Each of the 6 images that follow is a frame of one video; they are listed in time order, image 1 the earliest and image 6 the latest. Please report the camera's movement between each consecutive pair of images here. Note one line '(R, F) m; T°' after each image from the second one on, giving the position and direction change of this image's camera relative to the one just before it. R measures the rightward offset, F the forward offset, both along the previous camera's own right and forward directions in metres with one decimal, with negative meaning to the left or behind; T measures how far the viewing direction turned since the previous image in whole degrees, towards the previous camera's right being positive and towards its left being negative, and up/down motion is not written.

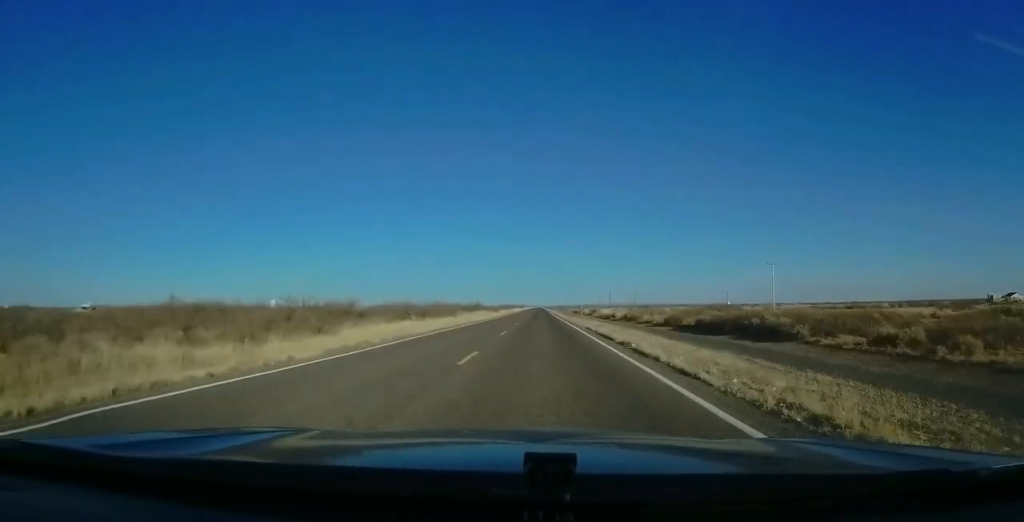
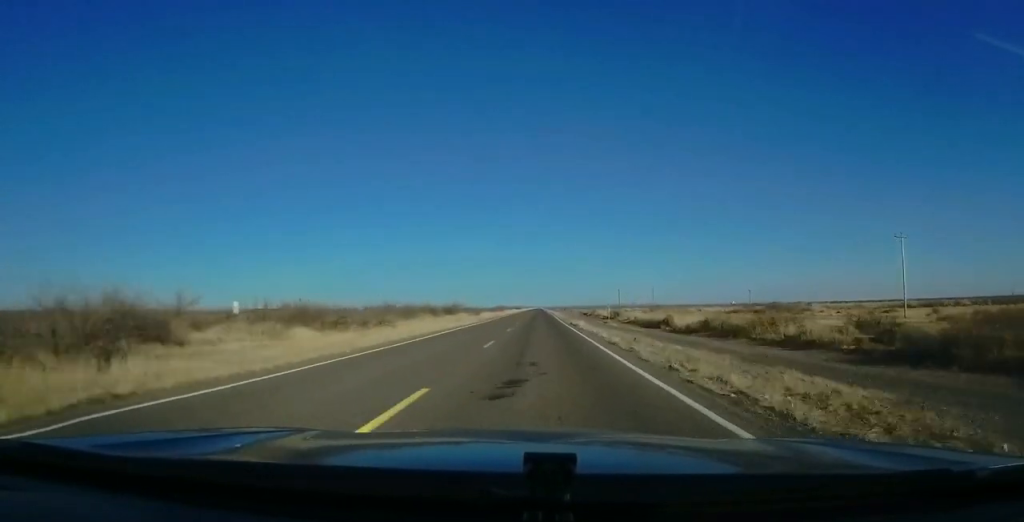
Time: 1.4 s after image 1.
(+0.3, +42.7) m; 0°
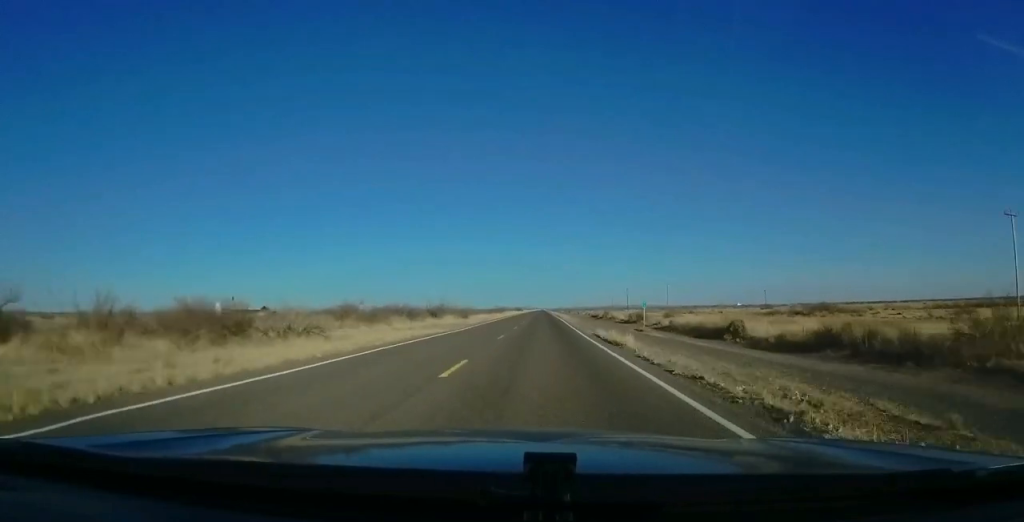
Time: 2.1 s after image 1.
(-0.2, +19.8) m; -1°
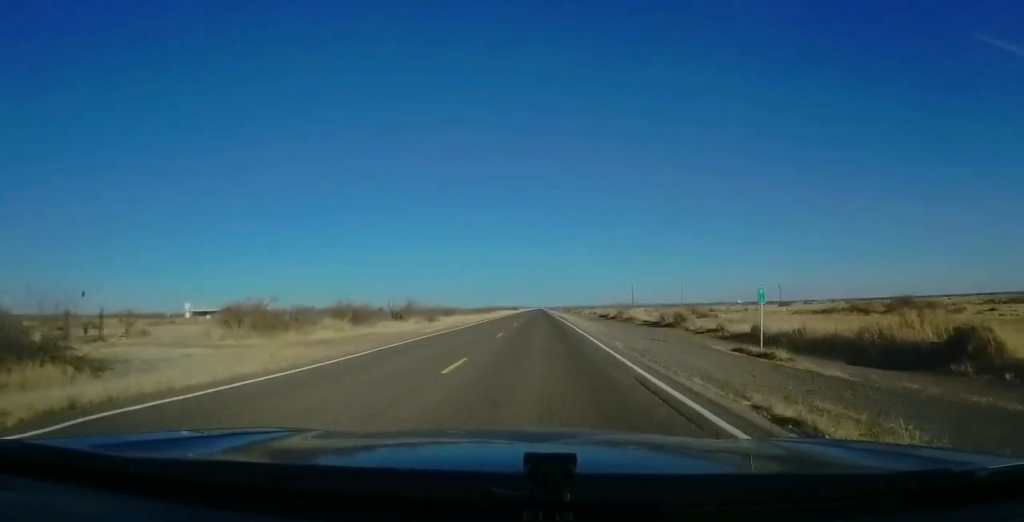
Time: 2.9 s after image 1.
(0.0, +23.8) m; +1°
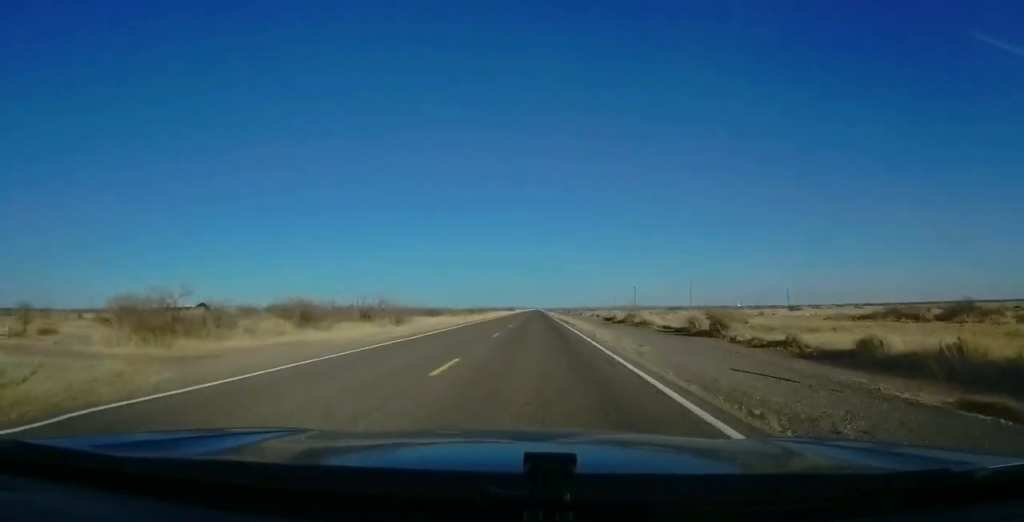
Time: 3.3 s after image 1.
(+0.2, +12.8) m; 0°
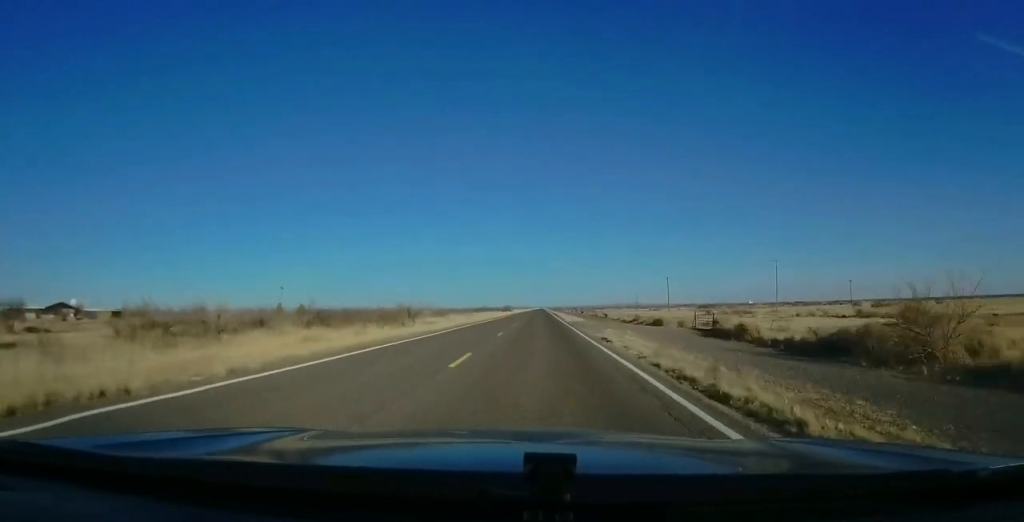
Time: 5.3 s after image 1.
(+0.2, +59.5) m; -1°
